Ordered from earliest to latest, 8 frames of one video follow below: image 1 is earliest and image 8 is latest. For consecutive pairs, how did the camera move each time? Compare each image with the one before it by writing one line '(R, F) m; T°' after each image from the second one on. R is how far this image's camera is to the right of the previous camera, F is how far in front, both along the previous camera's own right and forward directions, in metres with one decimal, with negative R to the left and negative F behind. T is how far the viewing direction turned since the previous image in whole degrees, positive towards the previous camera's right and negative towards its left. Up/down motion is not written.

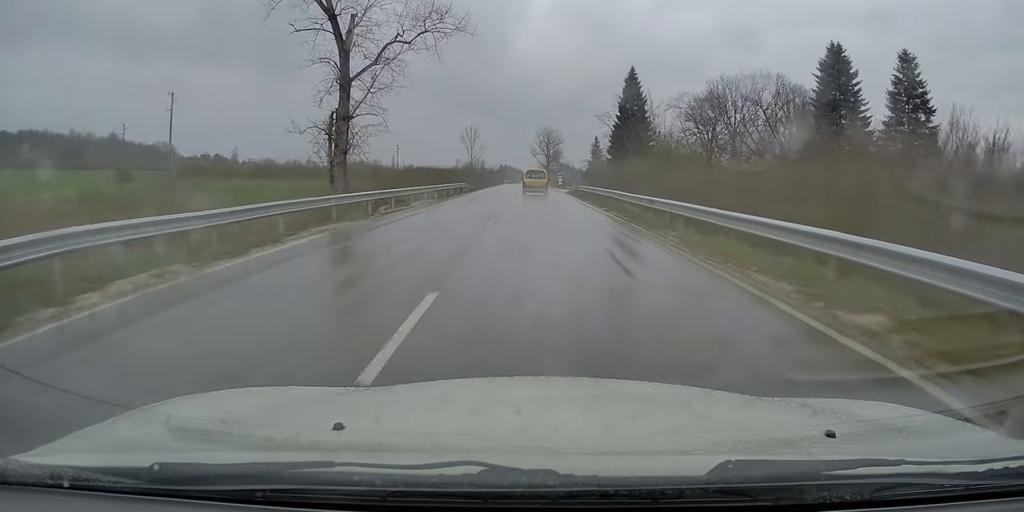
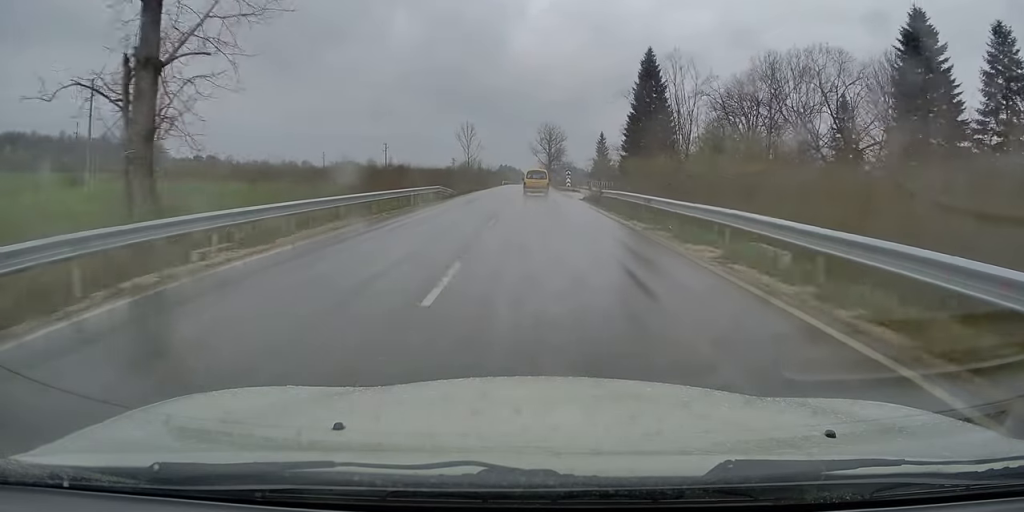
(-0.1, +15.6) m; 0°
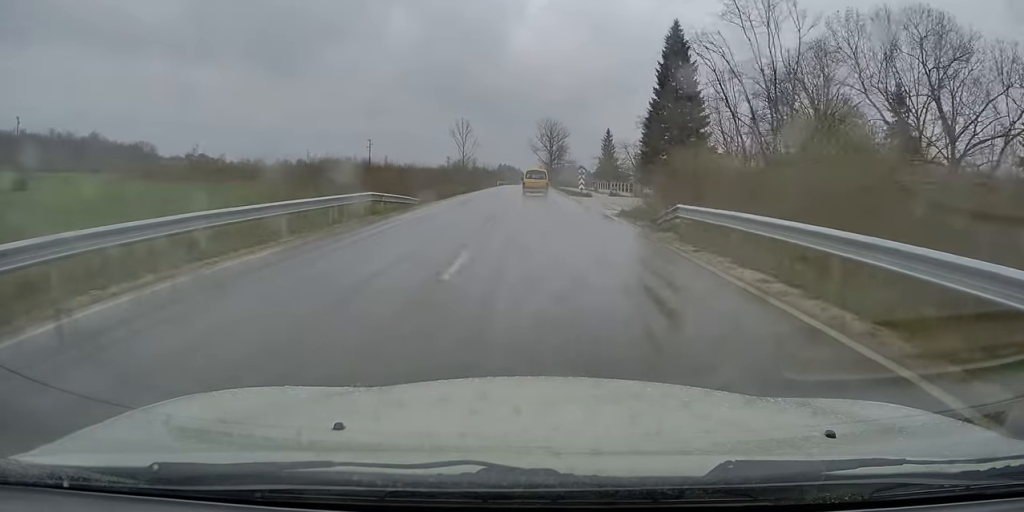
(-0.1, +16.4) m; 0°
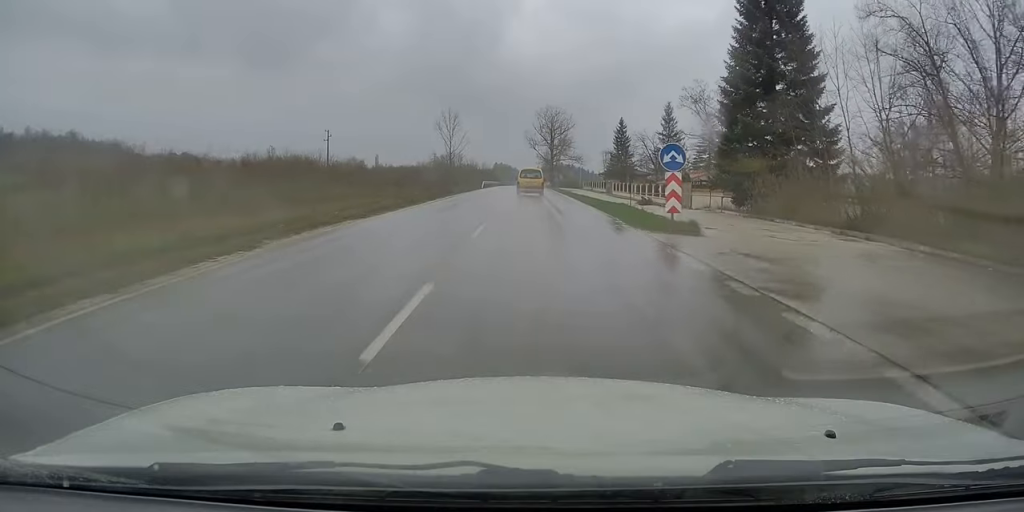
(+0.4, +30.1) m; 0°
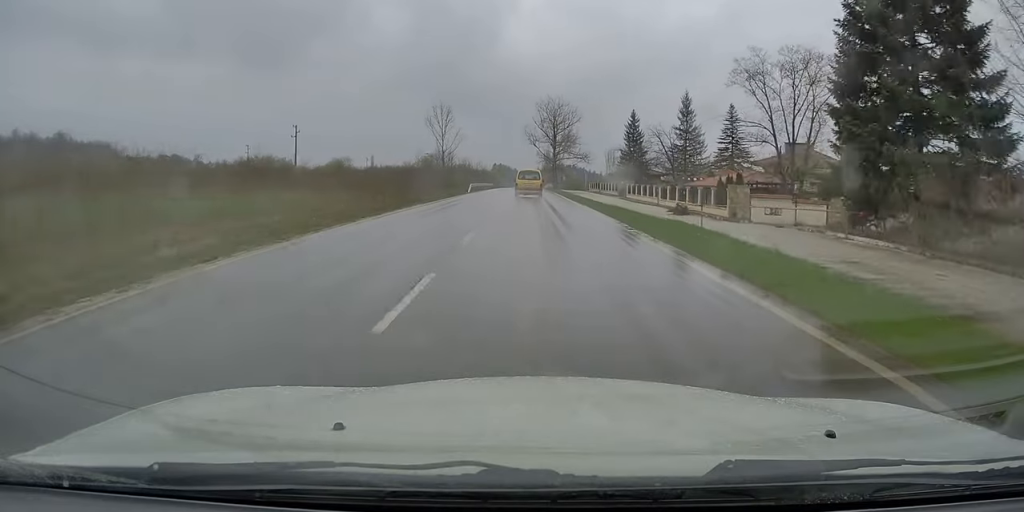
(-0.1, +17.2) m; 0°
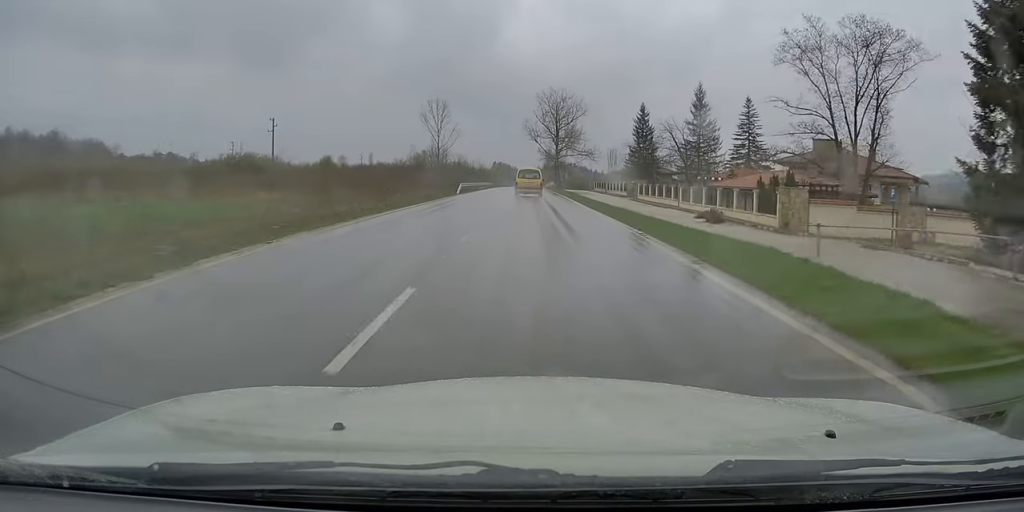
(-0.2, +10.1) m; 0°
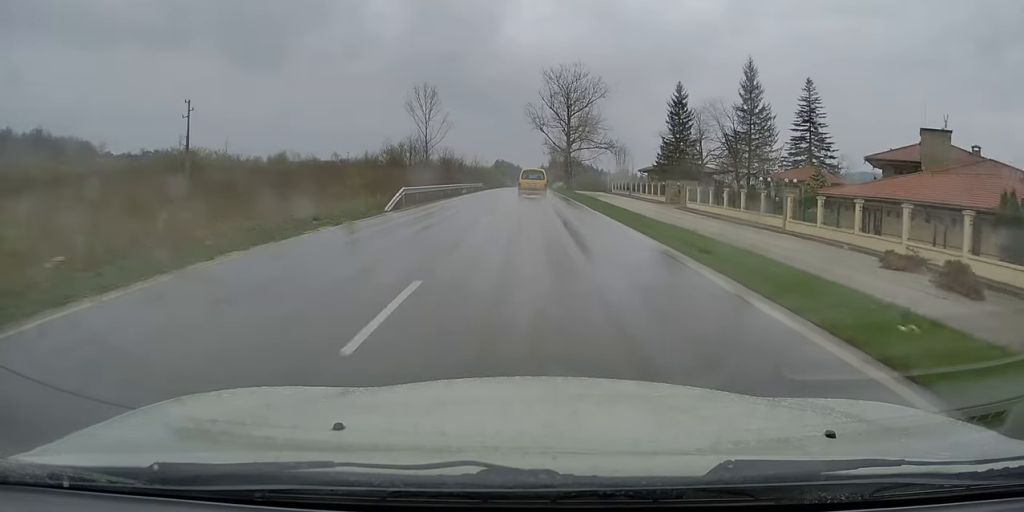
(+0.5, +26.6) m; 0°
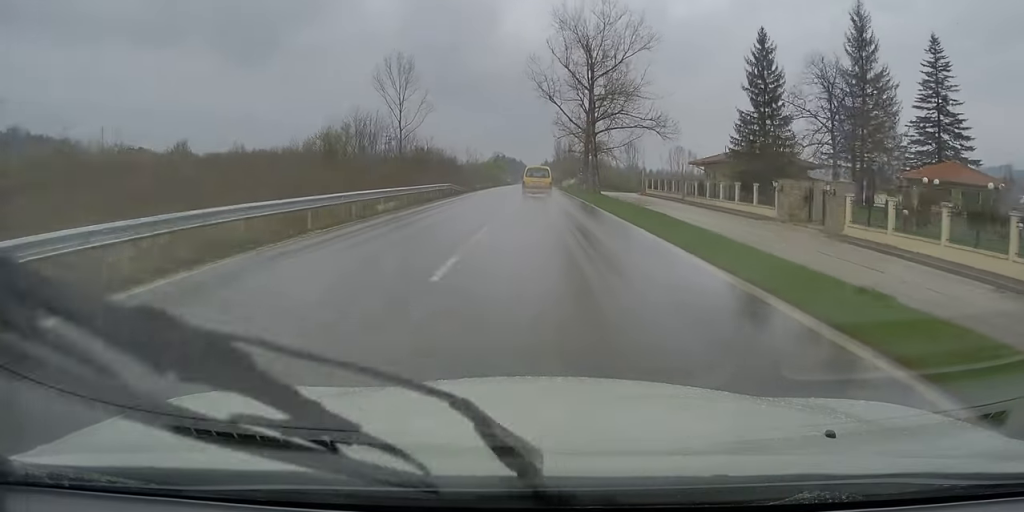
(-0.5, +32.9) m; -1°
